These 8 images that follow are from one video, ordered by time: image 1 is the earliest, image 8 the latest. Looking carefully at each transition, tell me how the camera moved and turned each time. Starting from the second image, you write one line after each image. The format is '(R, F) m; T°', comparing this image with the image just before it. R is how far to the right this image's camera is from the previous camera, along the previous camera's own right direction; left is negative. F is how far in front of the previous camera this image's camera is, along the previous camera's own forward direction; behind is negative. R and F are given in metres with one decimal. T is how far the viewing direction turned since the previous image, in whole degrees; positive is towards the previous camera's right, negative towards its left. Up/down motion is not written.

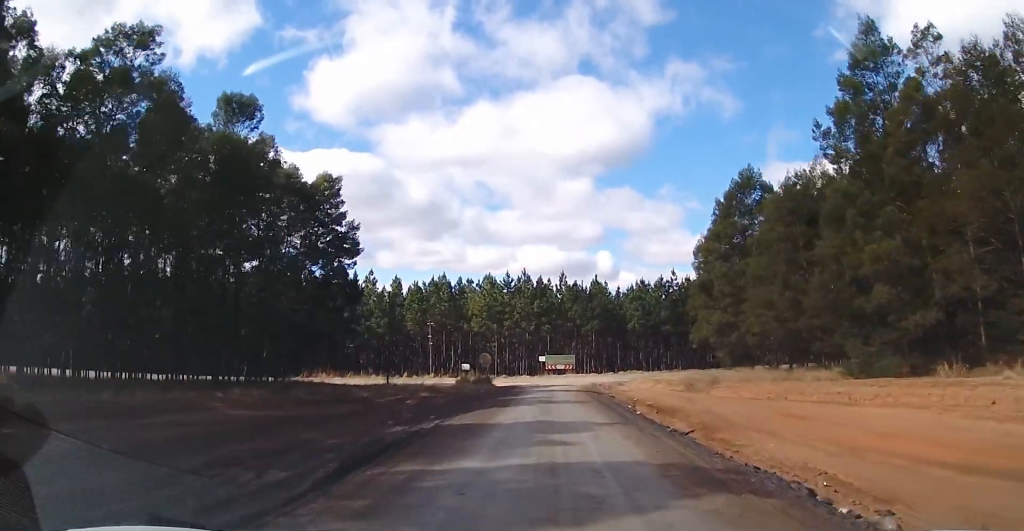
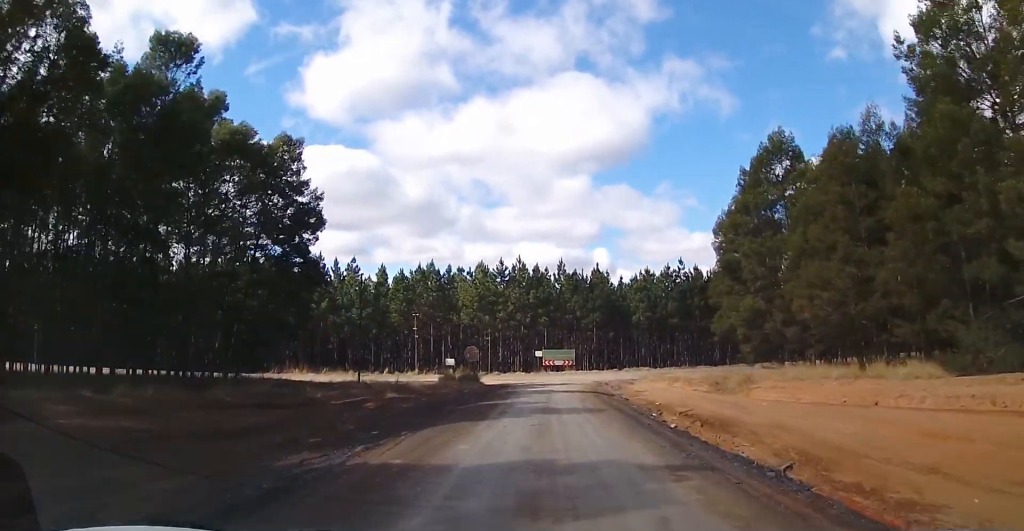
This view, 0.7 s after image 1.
(-0.1, +7.7) m; 0°
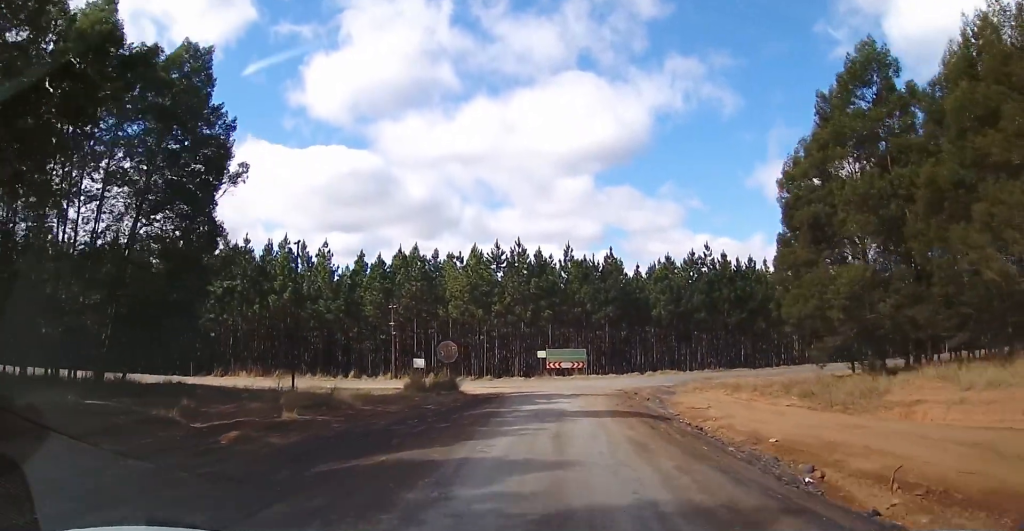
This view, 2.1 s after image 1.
(+0.5, +13.6) m; +2°
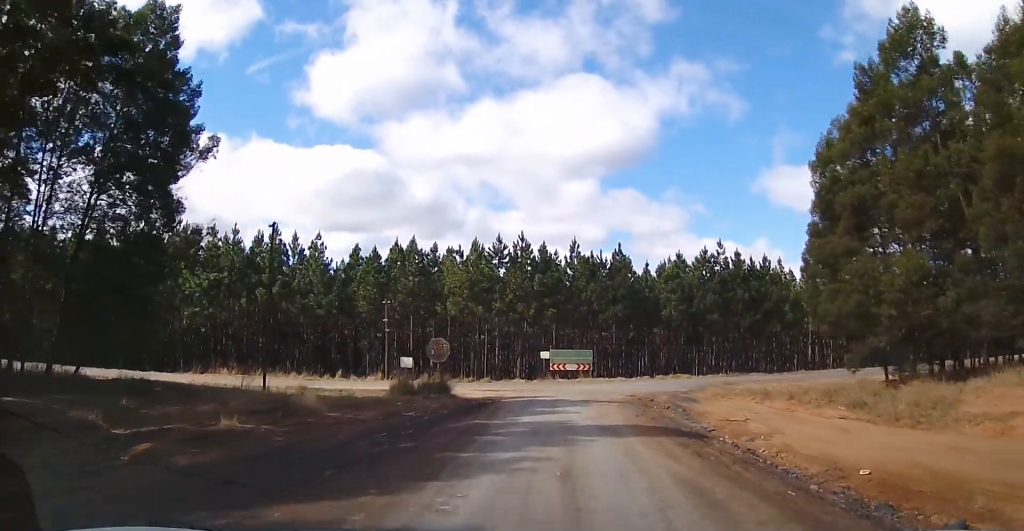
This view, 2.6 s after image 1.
(0.0, +4.1) m; -1°
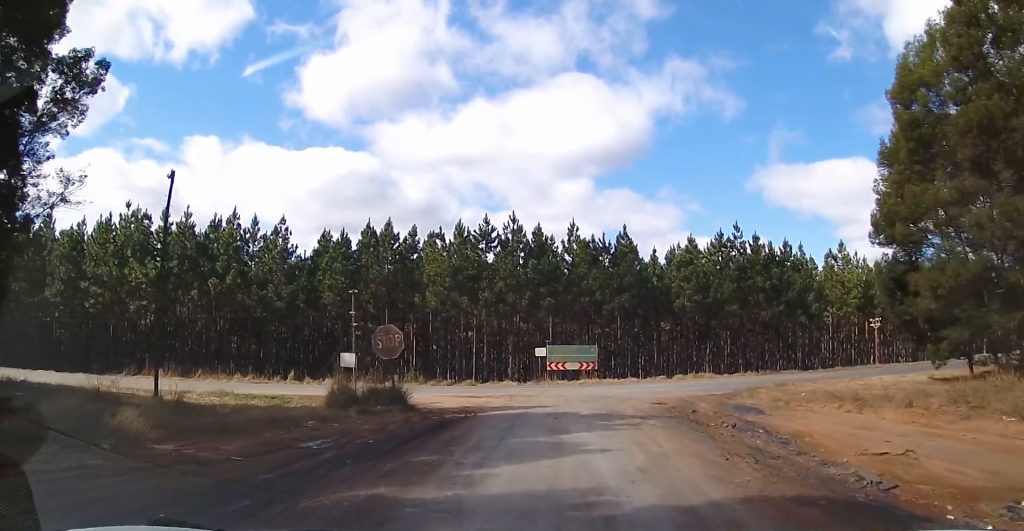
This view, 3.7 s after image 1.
(-0.4, +9.0) m; -3°
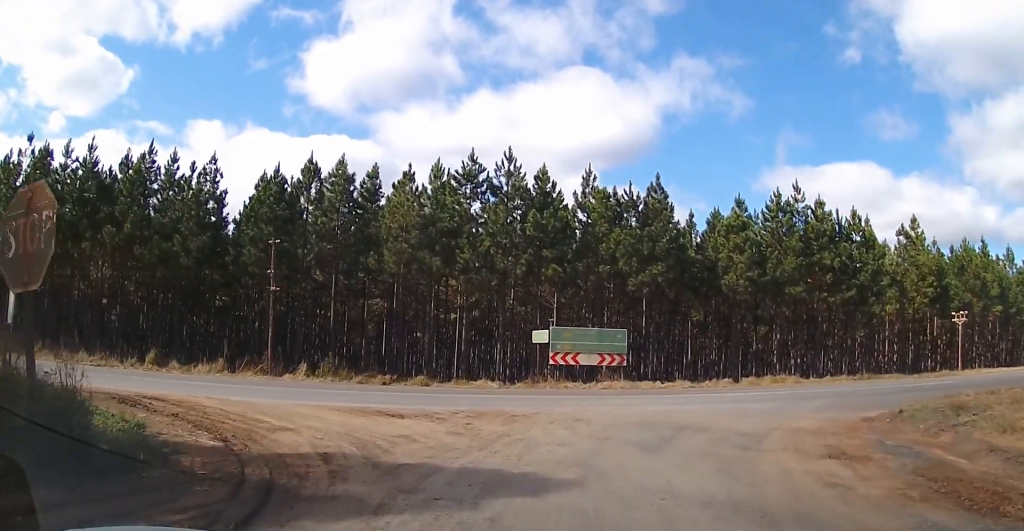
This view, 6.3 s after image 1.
(0.0, +16.0) m; 0°
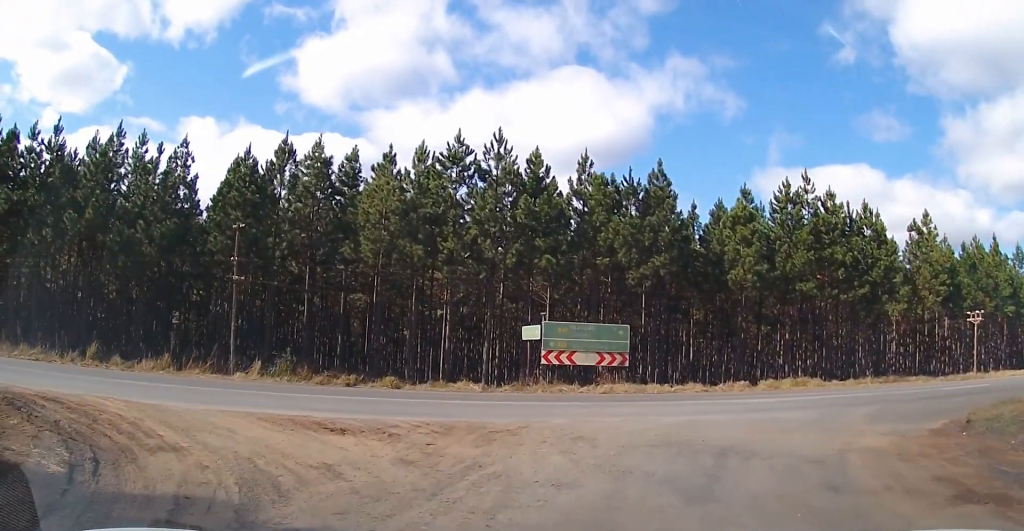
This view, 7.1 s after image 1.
(0.0, +3.6) m; 0°
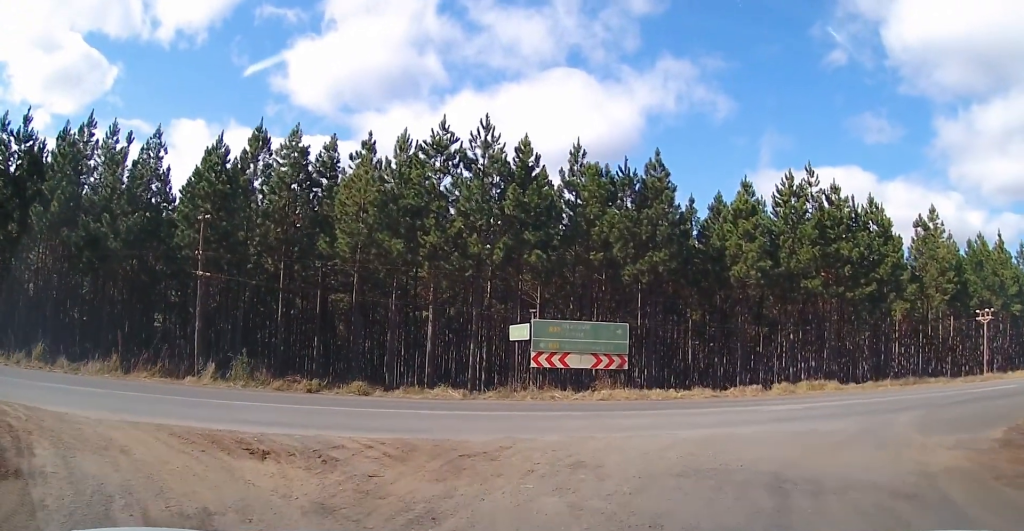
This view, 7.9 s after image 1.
(0.0, +2.7) m; 0°
